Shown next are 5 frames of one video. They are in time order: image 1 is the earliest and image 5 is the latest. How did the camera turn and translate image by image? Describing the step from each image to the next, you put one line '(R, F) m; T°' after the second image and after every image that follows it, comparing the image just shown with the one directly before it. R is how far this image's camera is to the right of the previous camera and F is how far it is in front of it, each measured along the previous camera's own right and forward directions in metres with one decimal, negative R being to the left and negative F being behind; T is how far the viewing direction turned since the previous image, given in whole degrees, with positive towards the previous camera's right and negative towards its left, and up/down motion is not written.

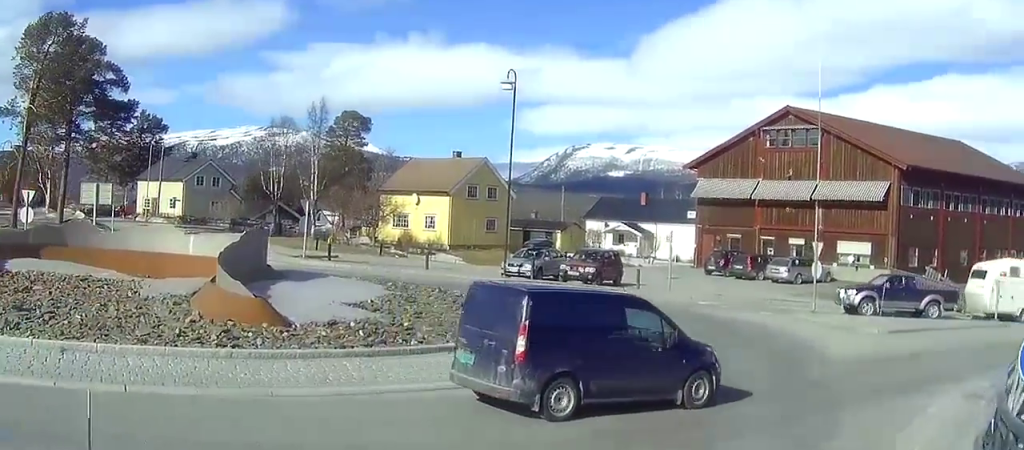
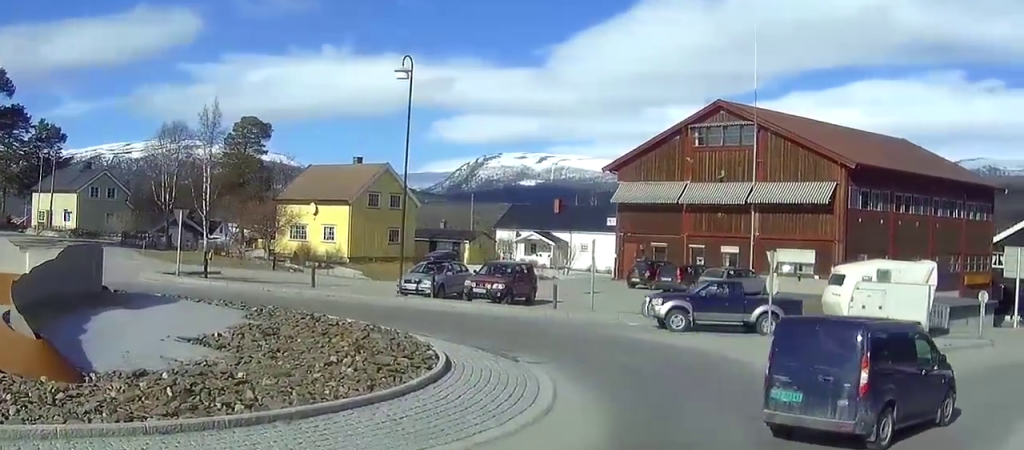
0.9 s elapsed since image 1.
(+0.3, +6.3) m; +4°
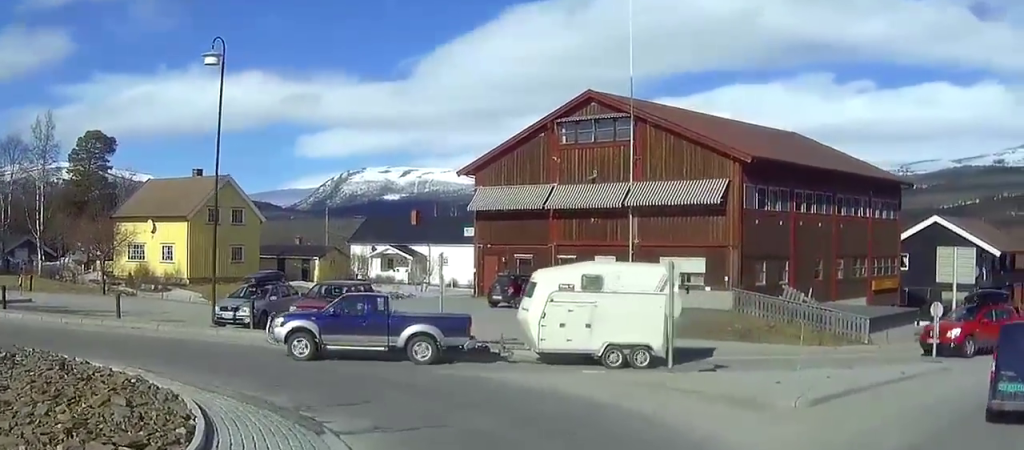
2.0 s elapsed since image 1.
(+0.2, +7.2) m; +5°
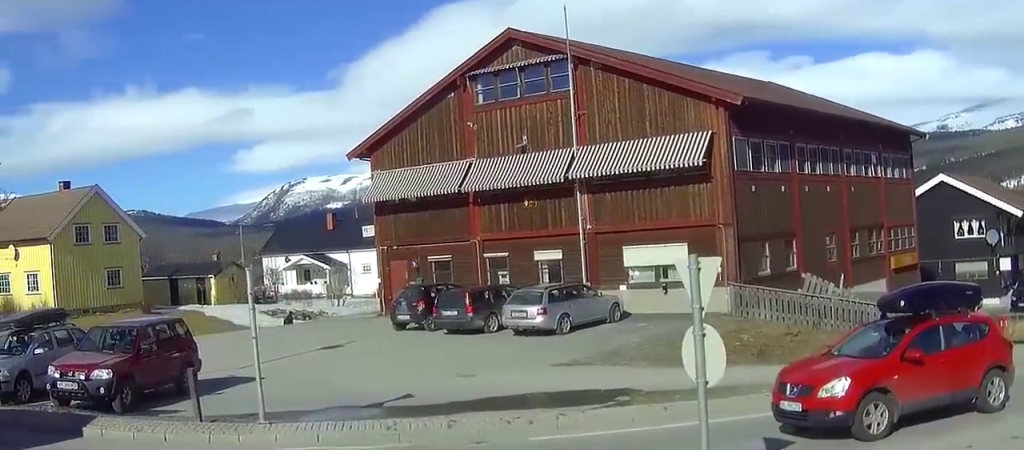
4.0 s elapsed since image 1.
(+0.4, +13.3) m; -8°
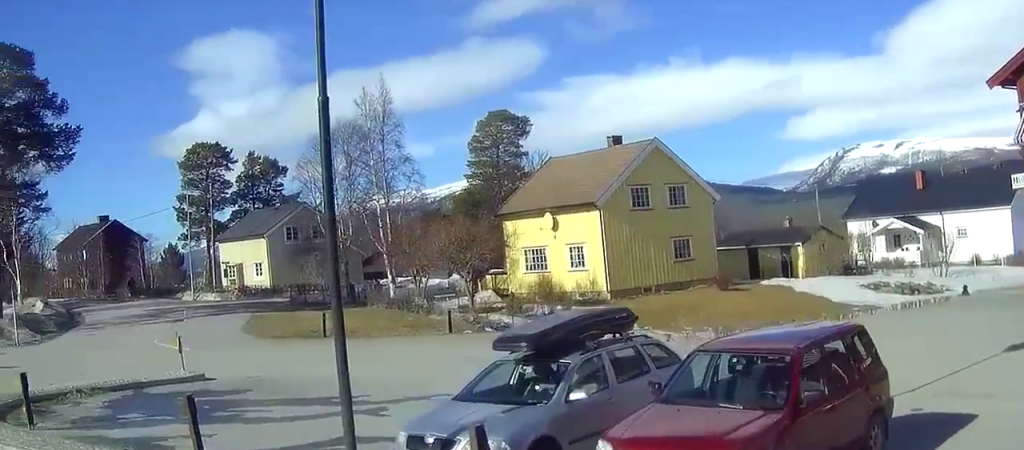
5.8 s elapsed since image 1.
(-1.8, +11.4) m; -24°
